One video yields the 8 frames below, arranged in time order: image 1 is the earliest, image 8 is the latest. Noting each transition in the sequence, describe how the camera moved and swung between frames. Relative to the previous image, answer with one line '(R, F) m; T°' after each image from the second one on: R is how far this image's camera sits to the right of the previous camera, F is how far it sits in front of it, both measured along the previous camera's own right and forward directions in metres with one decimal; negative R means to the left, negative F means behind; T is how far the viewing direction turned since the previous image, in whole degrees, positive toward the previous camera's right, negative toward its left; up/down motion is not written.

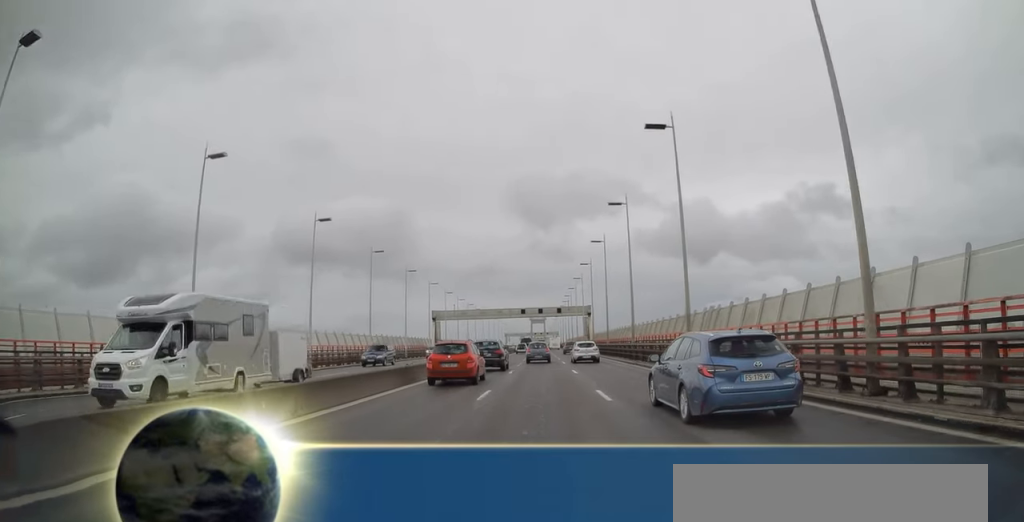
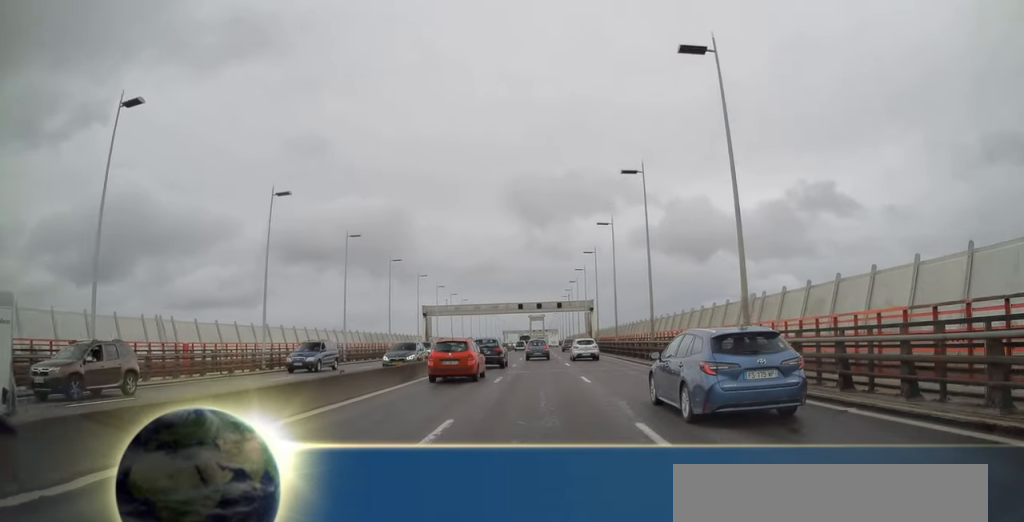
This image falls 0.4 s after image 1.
(0.0, +7.2) m; 0°
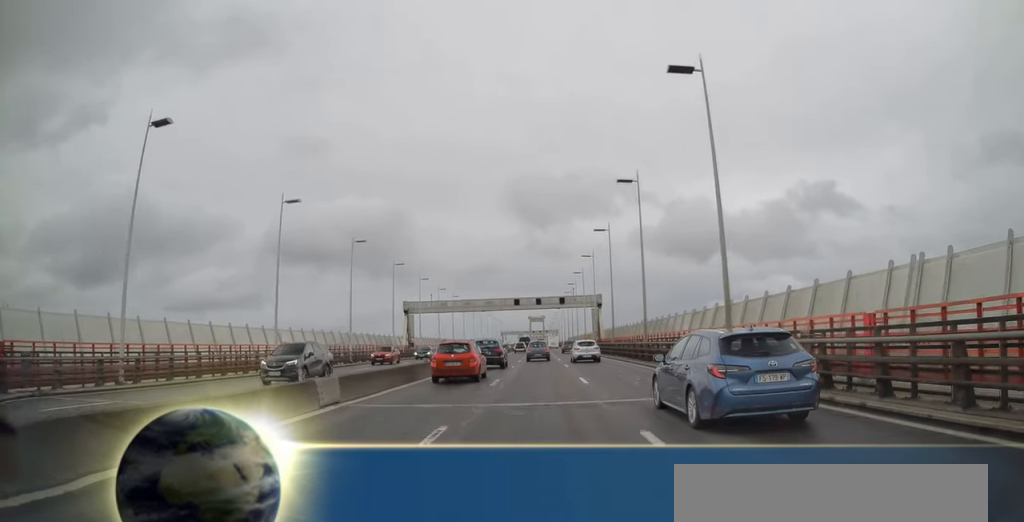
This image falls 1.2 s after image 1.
(0.0, +13.3) m; 0°
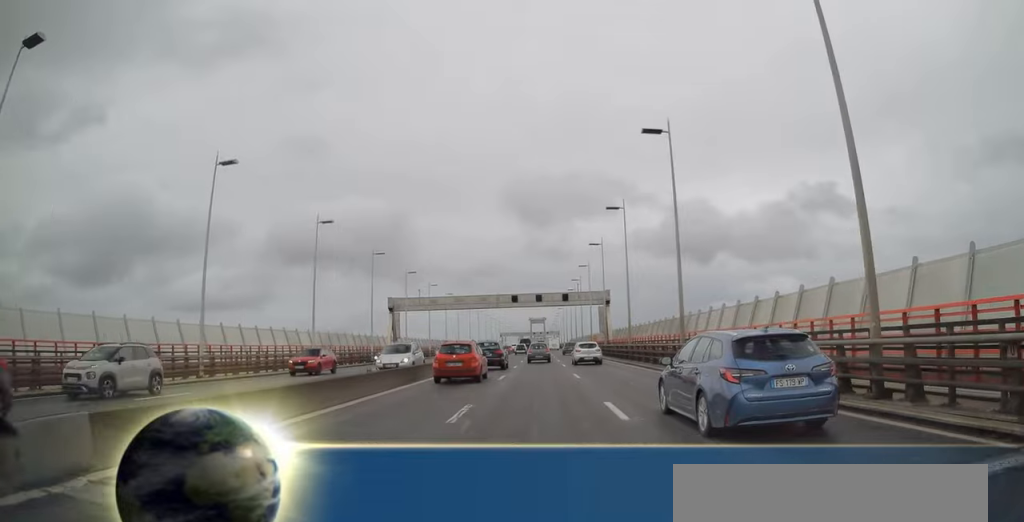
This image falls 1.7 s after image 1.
(0.0, +8.7) m; 0°
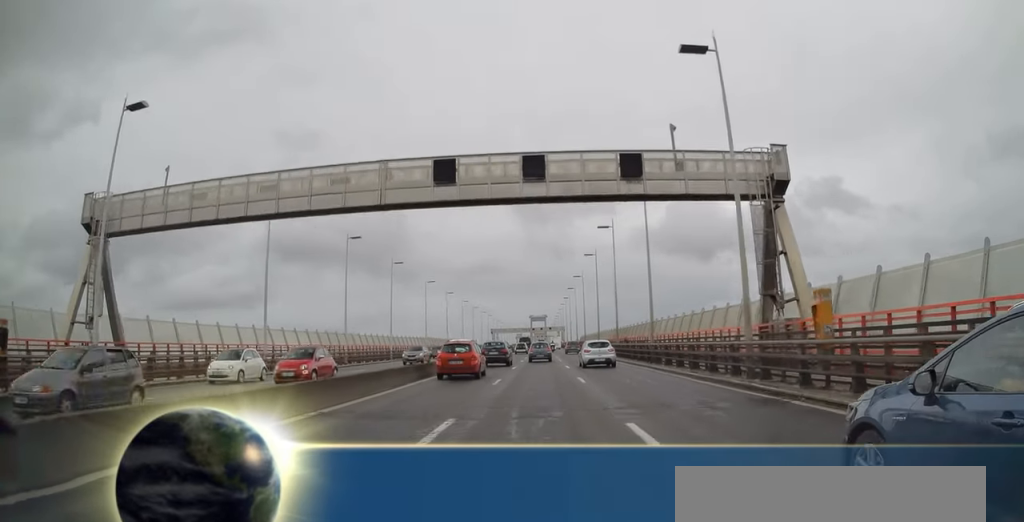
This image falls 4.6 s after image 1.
(0.0, +52.2) m; 0°
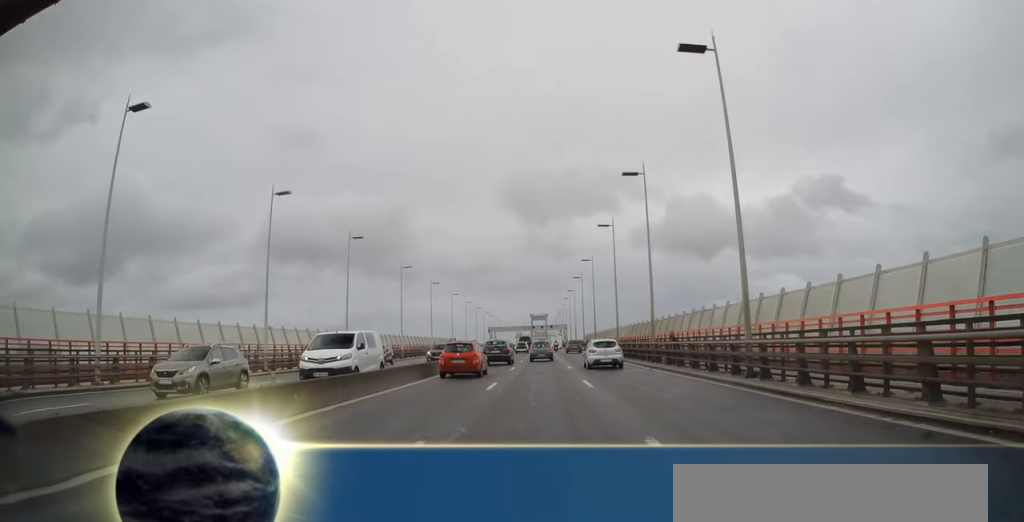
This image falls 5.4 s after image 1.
(0.0, +14.9) m; 0°
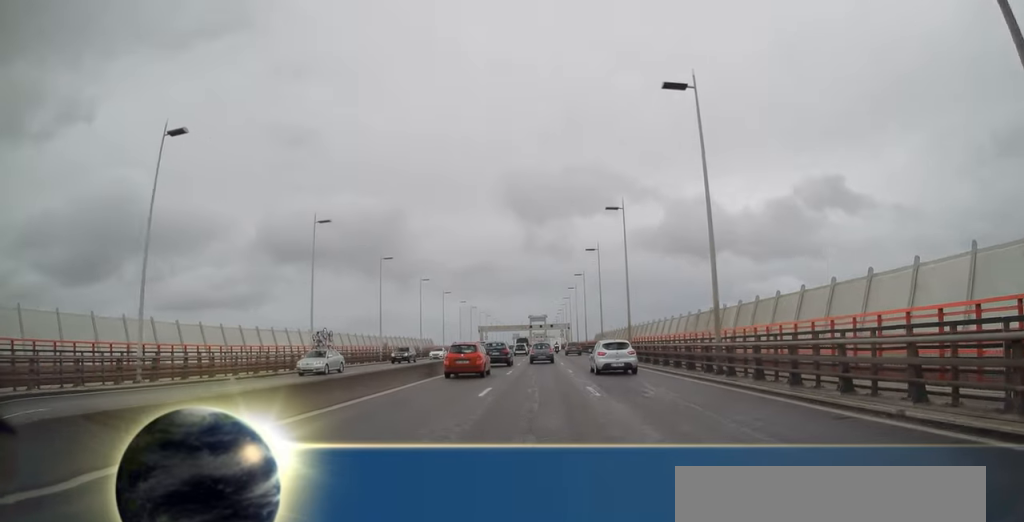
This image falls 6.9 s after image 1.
(-0.1, +27.4) m; -1°
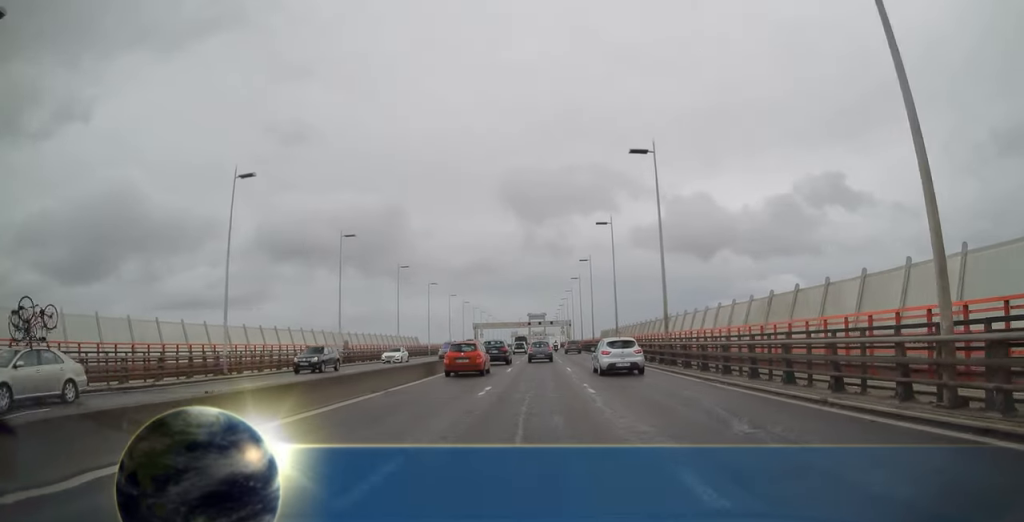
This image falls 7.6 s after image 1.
(-0.1, +12.3) m; 0°
